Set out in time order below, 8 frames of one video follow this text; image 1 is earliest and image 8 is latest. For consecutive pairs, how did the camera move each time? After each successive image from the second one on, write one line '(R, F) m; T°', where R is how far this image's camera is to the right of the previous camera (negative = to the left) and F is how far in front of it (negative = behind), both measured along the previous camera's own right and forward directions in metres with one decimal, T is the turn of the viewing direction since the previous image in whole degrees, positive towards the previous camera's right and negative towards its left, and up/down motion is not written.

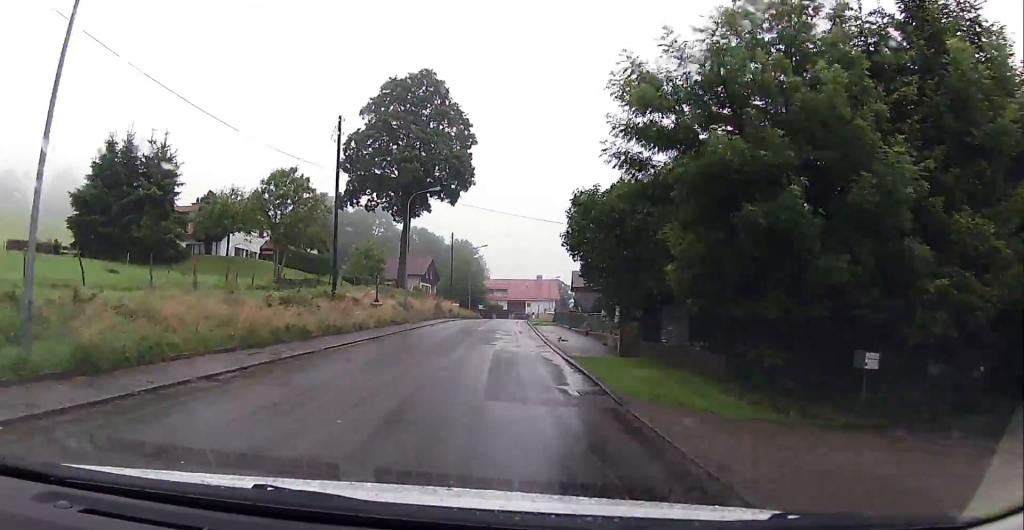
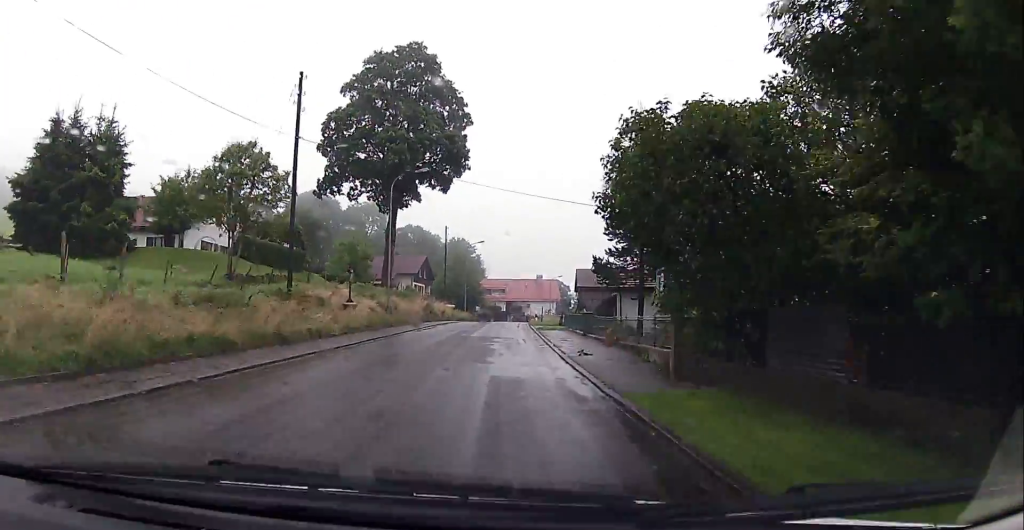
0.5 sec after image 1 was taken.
(0.0, +6.9) m; 0°
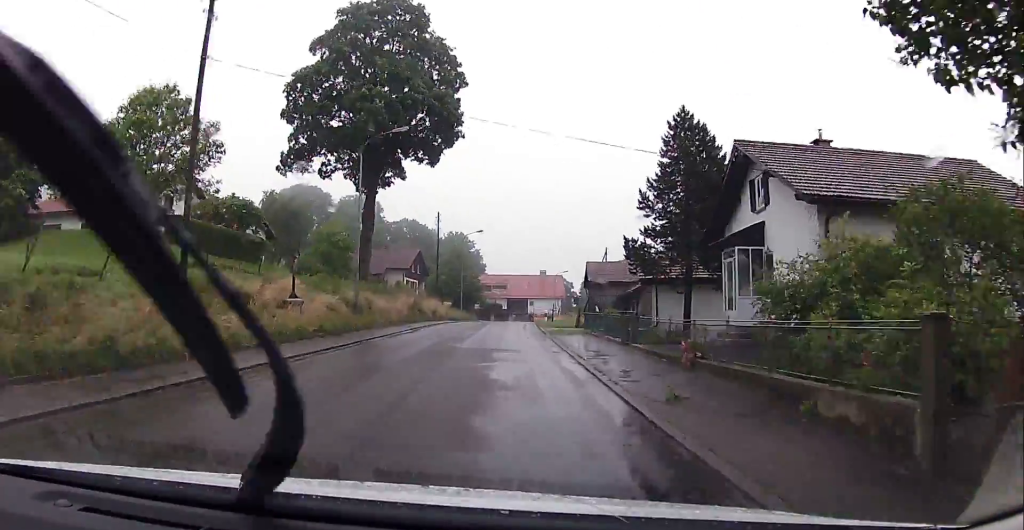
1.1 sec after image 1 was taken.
(-0.2, +9.4) m; +1°
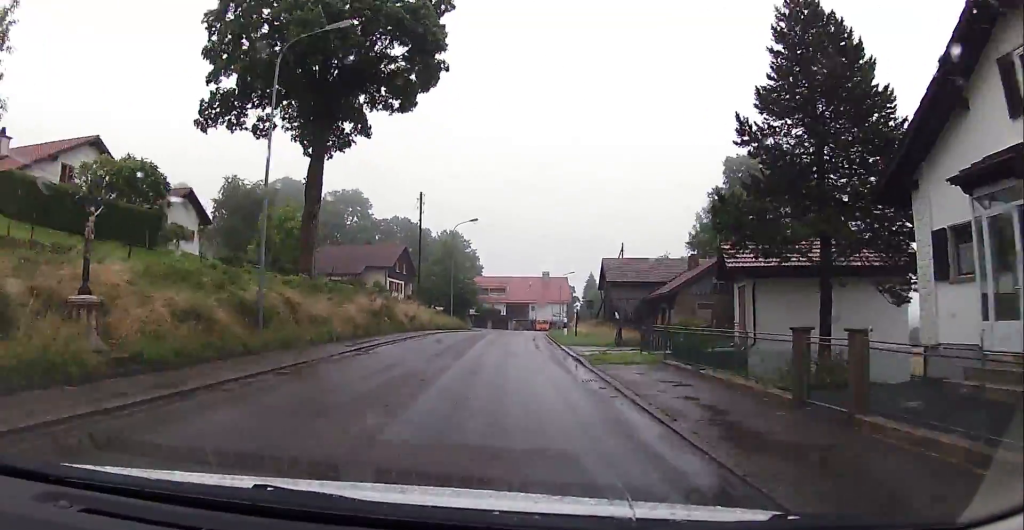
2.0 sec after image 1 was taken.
(+0.4, +12.8) m; +2°
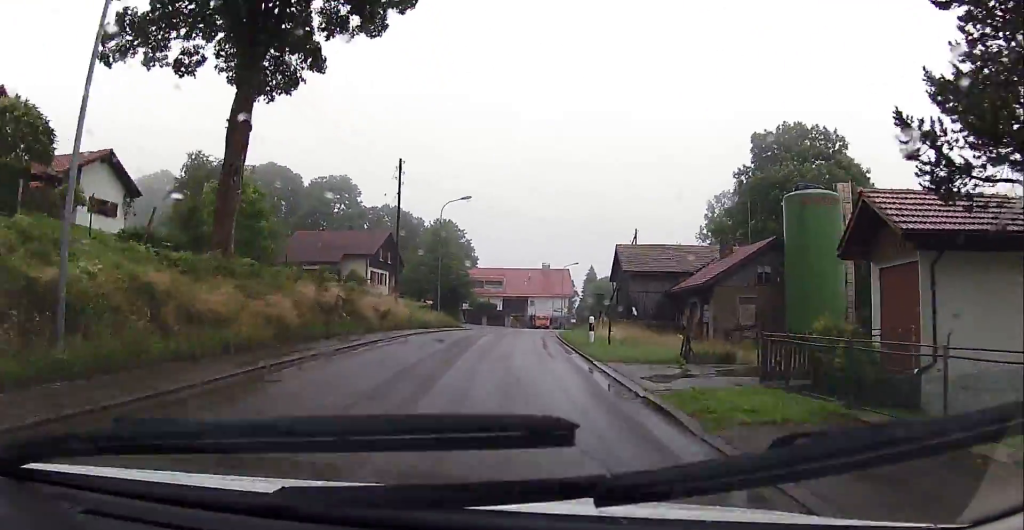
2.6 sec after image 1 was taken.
(+0.1, +9.4) m; 0°
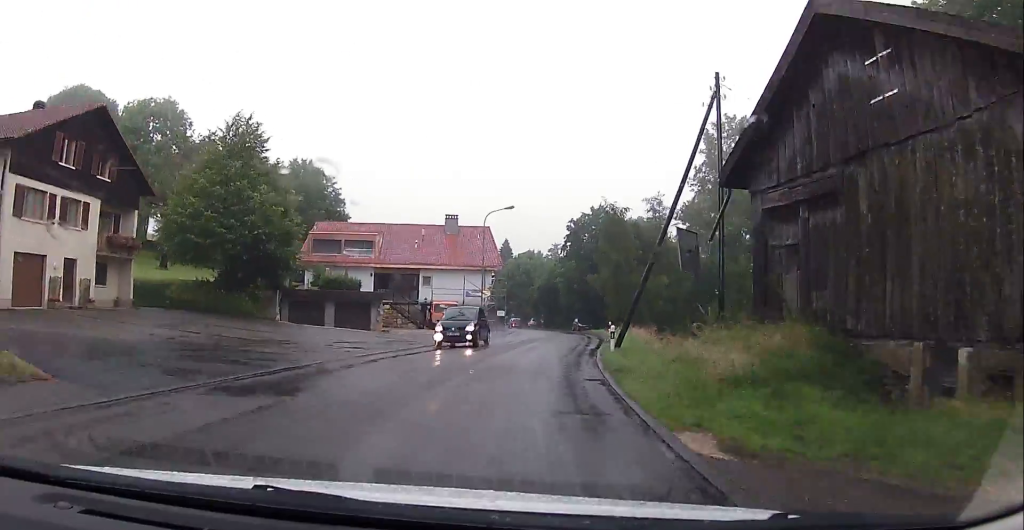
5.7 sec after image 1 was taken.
(+0.5, +44.3) m; +6°
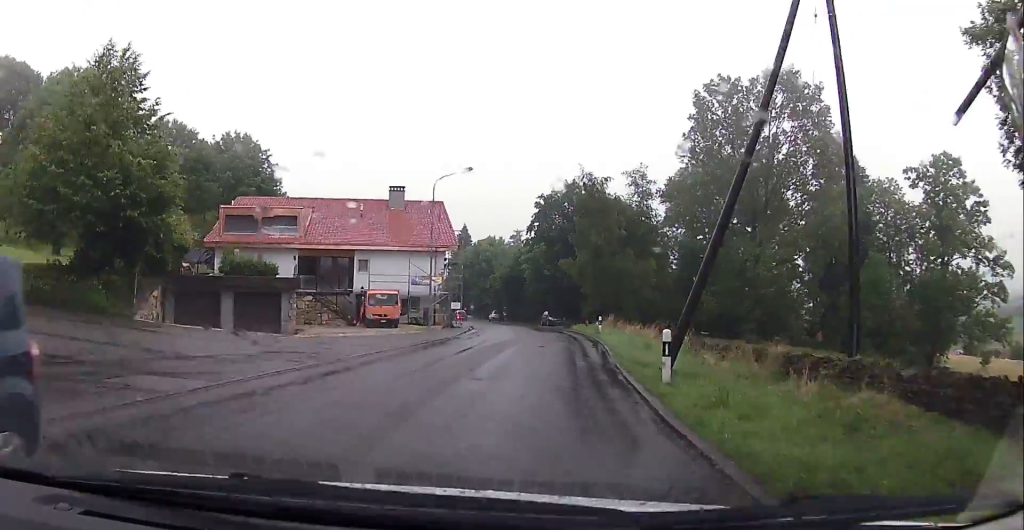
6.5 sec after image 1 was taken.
(+0.3, +11.0) m; +3°
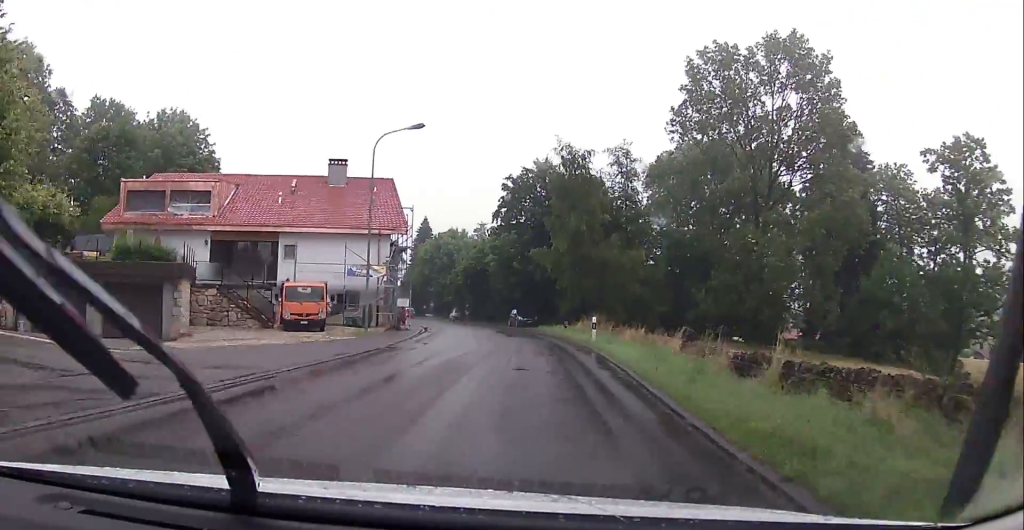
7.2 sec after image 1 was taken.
(+0.1, +8.7) m; +3°
